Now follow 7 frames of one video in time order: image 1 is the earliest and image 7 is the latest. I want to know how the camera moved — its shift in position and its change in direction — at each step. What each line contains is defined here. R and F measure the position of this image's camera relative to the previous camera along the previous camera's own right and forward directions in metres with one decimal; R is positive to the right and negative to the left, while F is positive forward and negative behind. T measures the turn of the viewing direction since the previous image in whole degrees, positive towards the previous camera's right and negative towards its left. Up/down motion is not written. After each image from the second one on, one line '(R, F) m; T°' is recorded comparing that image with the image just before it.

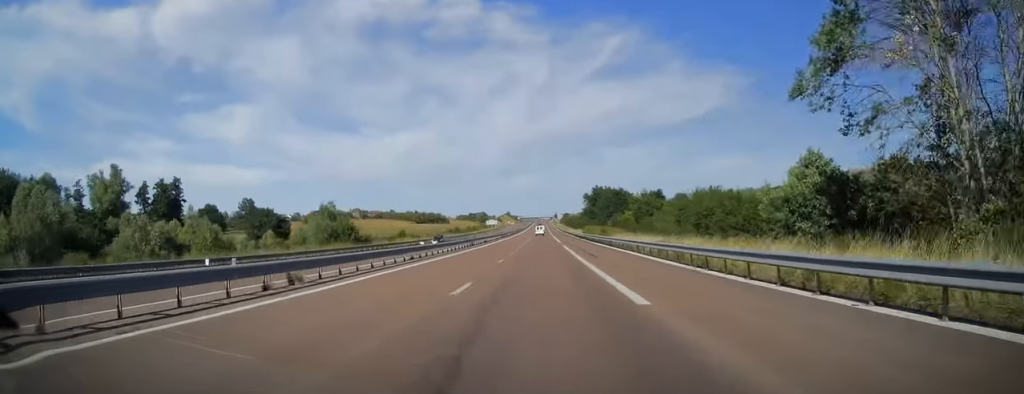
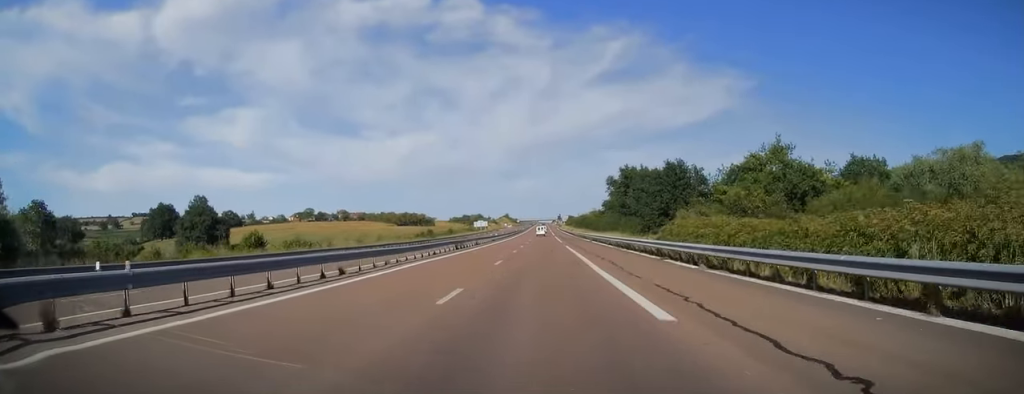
(+0.4, +53.7) m; 0°
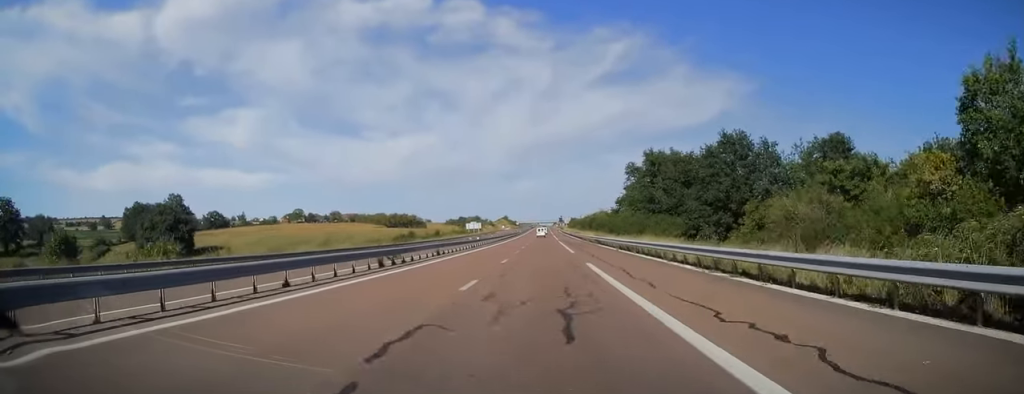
(-0.2, +22.9) m; -1°
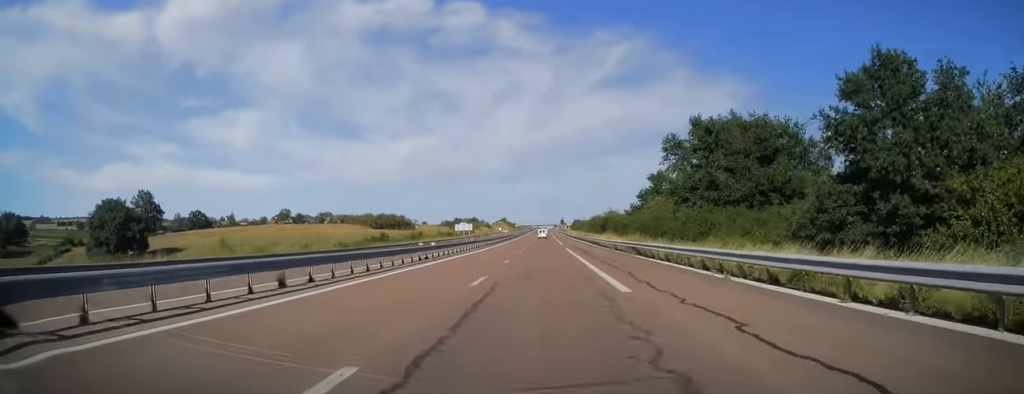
(-0.1, +24.3) m; 0°
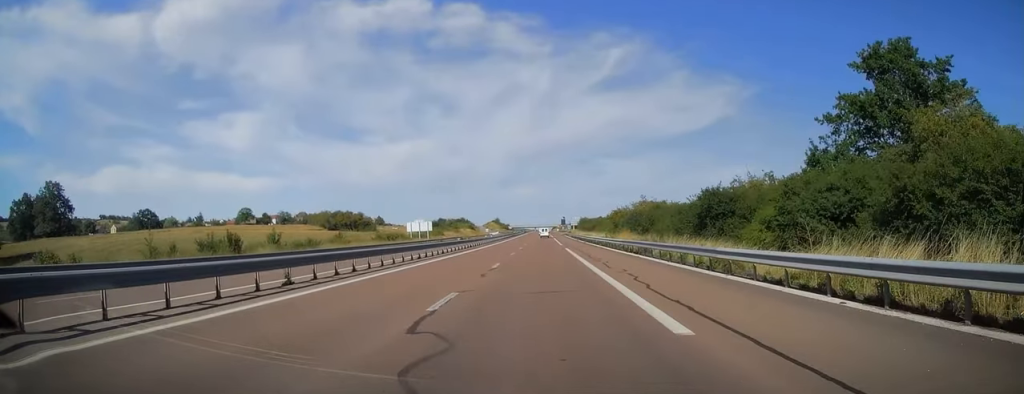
(+0.8, +57.1) m; +1°
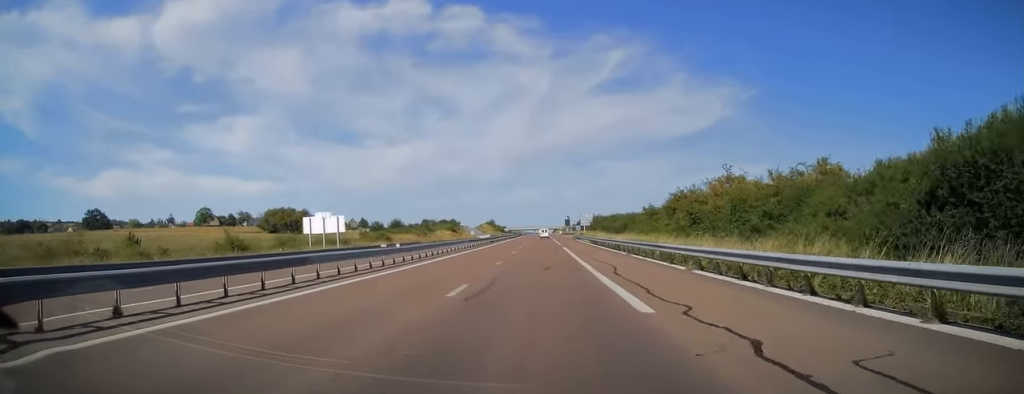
(-0.1, +49.4) m; 0°
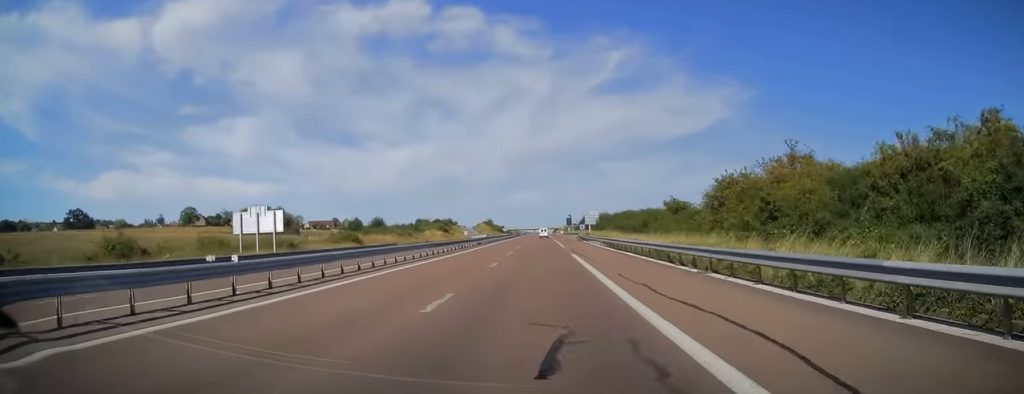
(0.0, +15.5) m; 0°
